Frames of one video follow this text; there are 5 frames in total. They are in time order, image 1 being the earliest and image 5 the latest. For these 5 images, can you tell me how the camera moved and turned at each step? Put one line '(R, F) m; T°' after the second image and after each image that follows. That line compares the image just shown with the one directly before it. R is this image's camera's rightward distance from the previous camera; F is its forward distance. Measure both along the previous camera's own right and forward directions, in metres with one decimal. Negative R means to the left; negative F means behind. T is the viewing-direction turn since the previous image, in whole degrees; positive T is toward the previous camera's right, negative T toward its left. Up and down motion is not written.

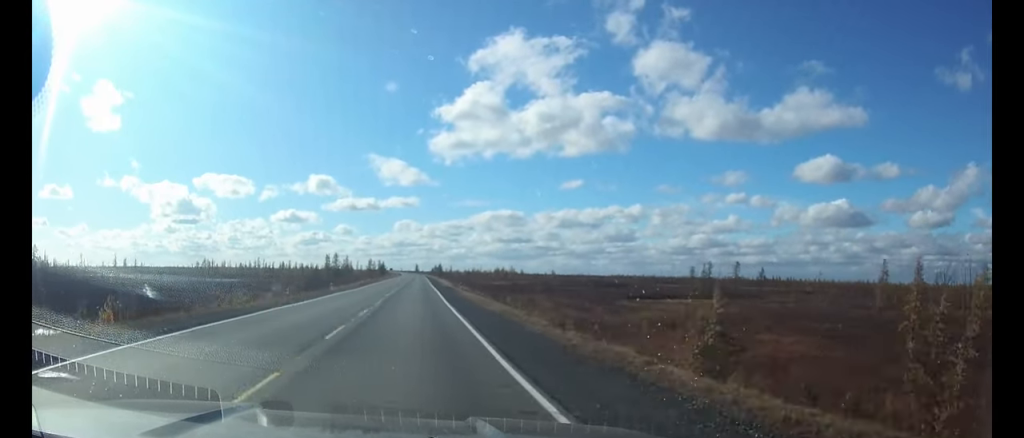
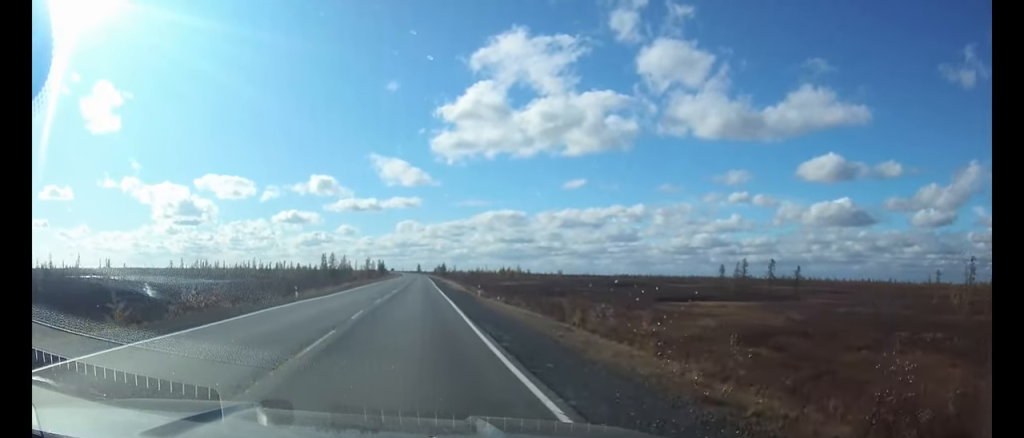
(0.0, +18.7) m; 0°
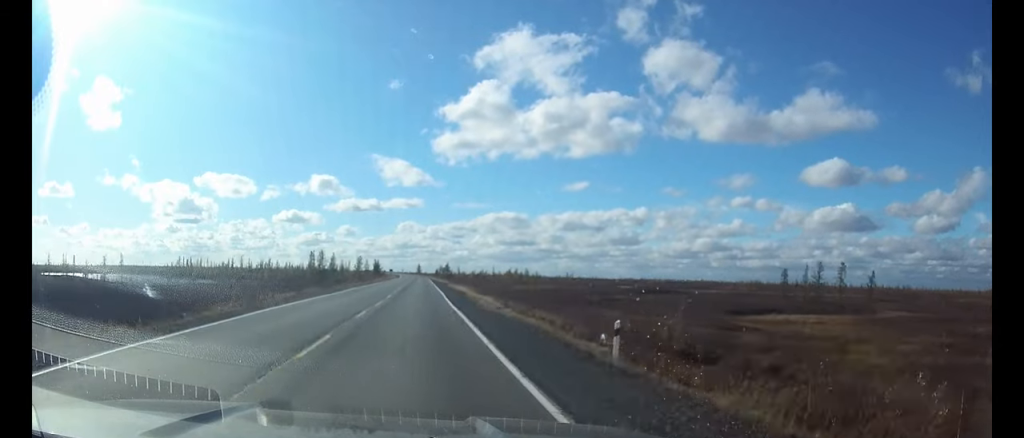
(0.0, +30.7) m; 0°
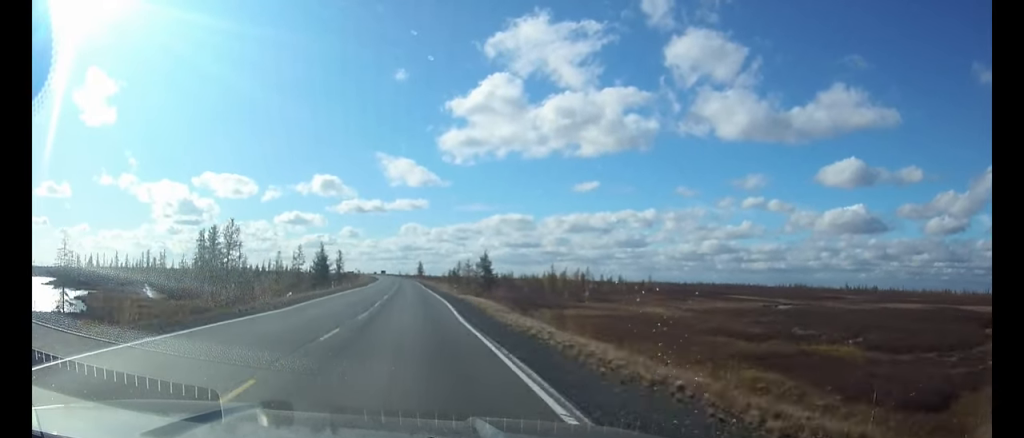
(-0.7, +137.2) m; -1°
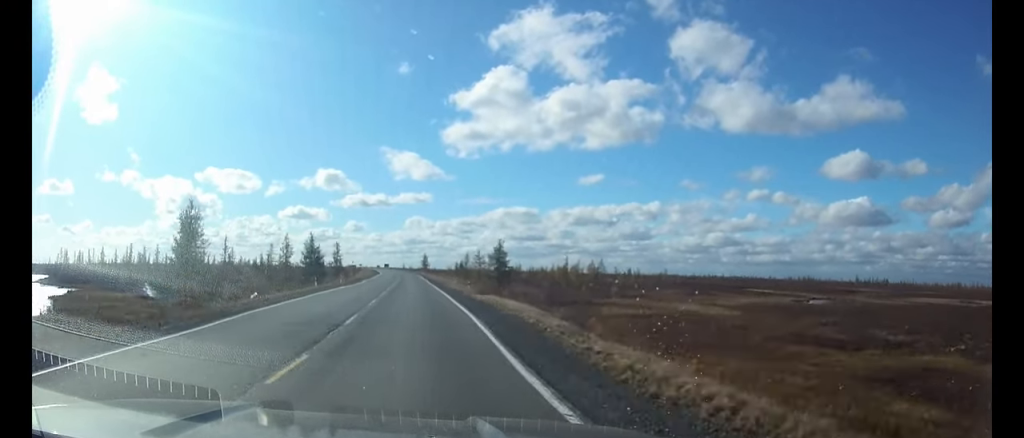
(-0.1, +13.0) m; 0°
